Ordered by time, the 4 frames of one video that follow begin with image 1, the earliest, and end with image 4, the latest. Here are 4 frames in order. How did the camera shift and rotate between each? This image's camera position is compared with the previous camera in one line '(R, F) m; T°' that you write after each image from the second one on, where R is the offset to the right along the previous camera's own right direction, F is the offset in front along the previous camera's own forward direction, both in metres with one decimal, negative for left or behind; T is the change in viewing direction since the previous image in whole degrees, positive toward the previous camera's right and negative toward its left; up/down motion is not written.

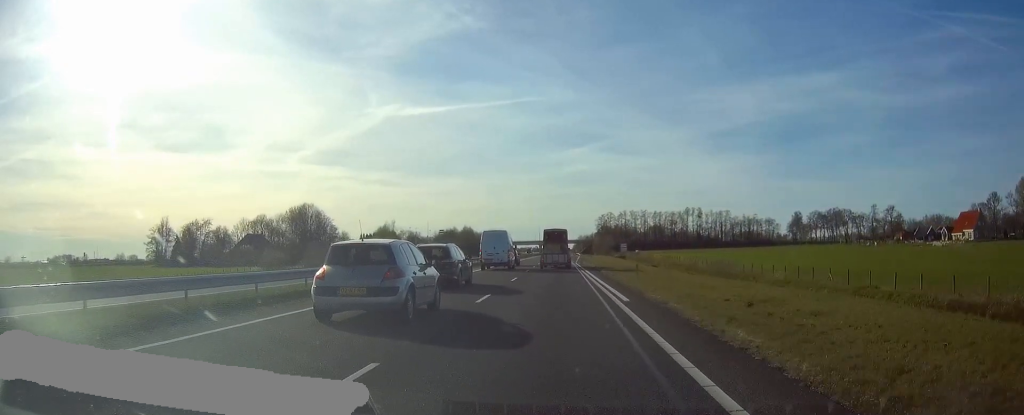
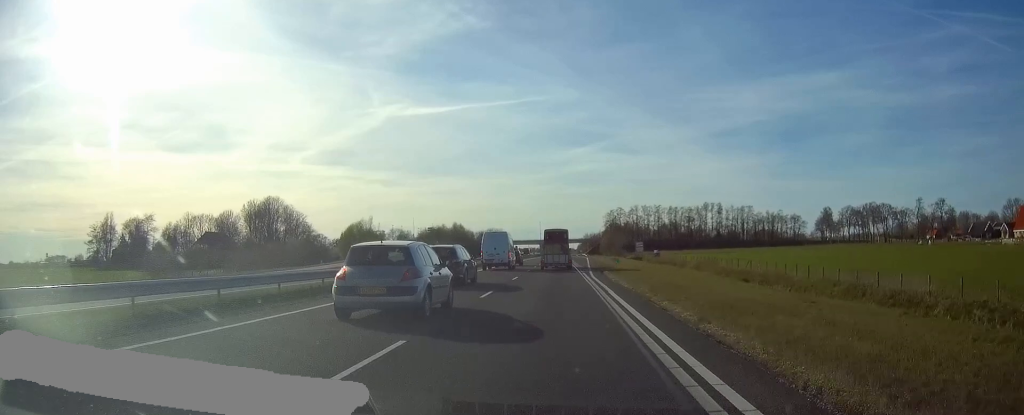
(-0.1, +33.9) m; 0°
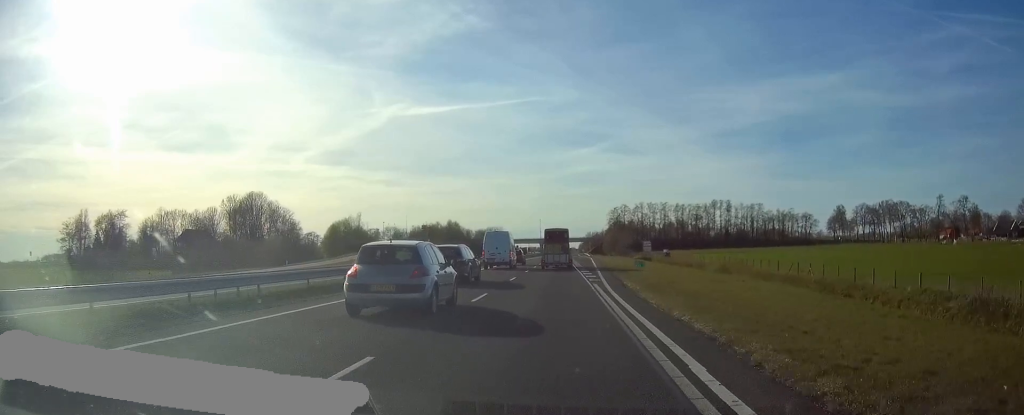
(0.0, +12.6) m; 0°
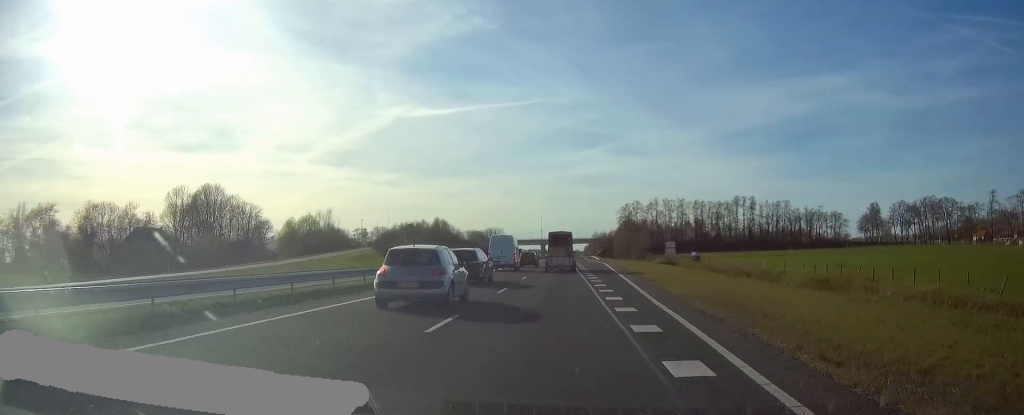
(+0.1, +30.5) m; 0°
